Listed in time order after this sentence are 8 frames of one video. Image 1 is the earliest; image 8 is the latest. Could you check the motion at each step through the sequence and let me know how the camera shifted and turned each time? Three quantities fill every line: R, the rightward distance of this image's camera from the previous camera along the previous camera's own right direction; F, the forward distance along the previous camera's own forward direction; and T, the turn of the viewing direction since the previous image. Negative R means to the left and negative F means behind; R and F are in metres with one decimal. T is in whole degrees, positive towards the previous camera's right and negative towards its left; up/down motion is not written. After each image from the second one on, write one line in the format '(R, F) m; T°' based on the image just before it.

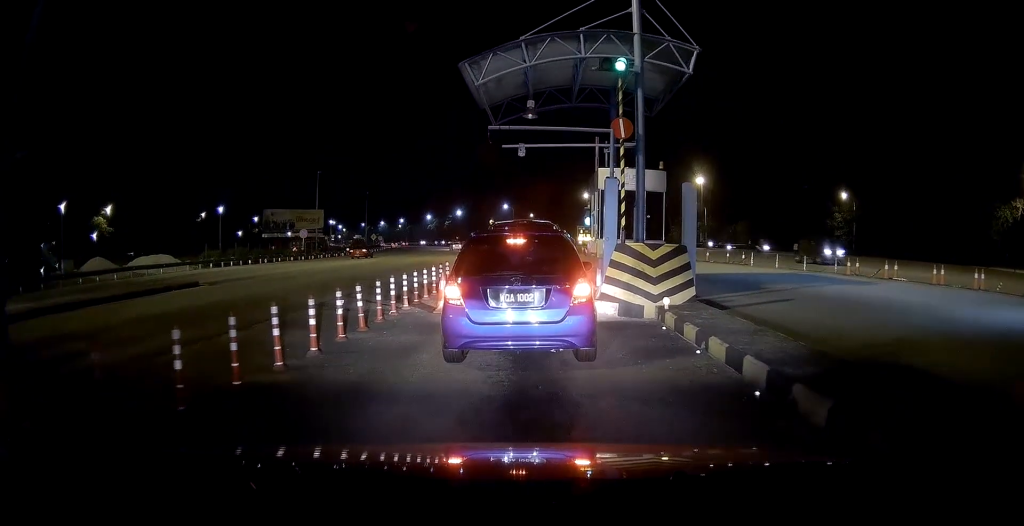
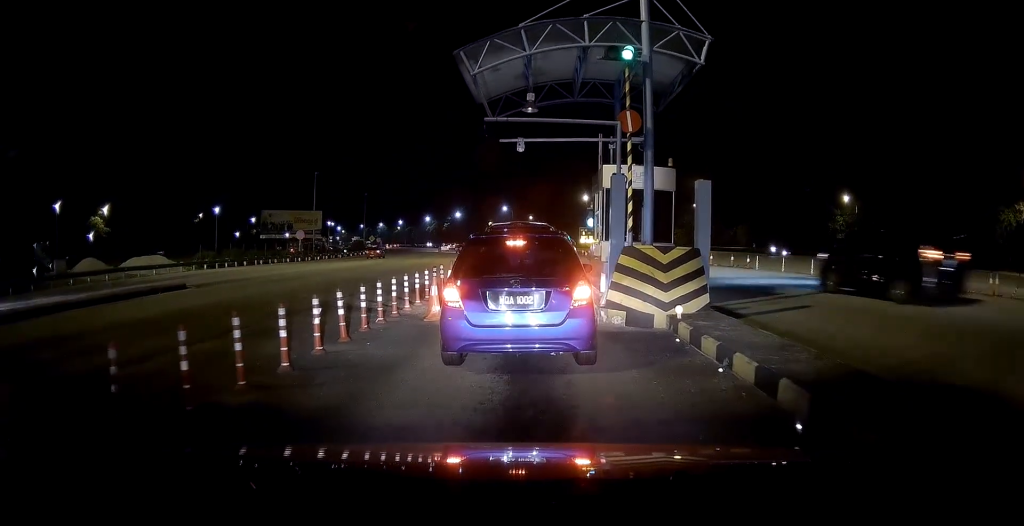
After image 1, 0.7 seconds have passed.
(0.0, +1.4) m; -1°
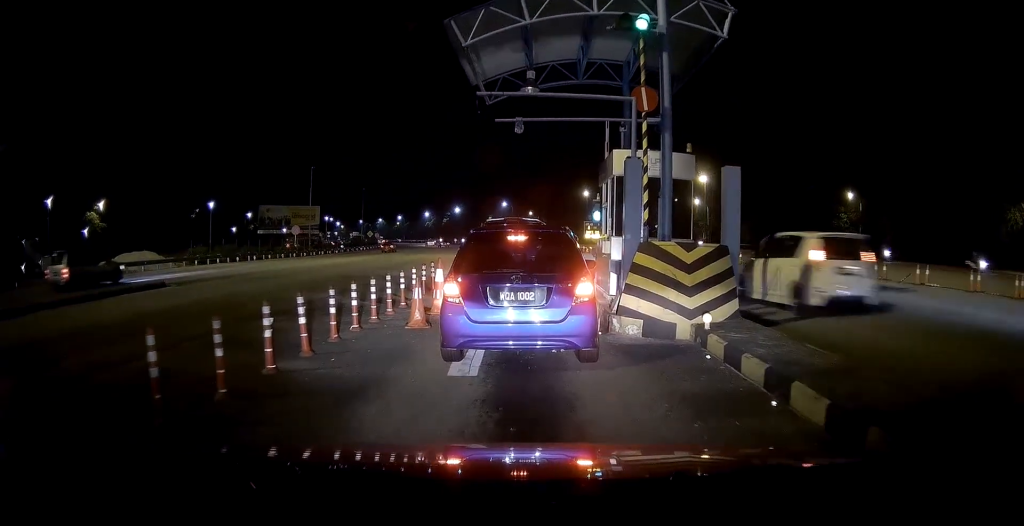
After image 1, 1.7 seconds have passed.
(0.0, +1.9) m; -1°
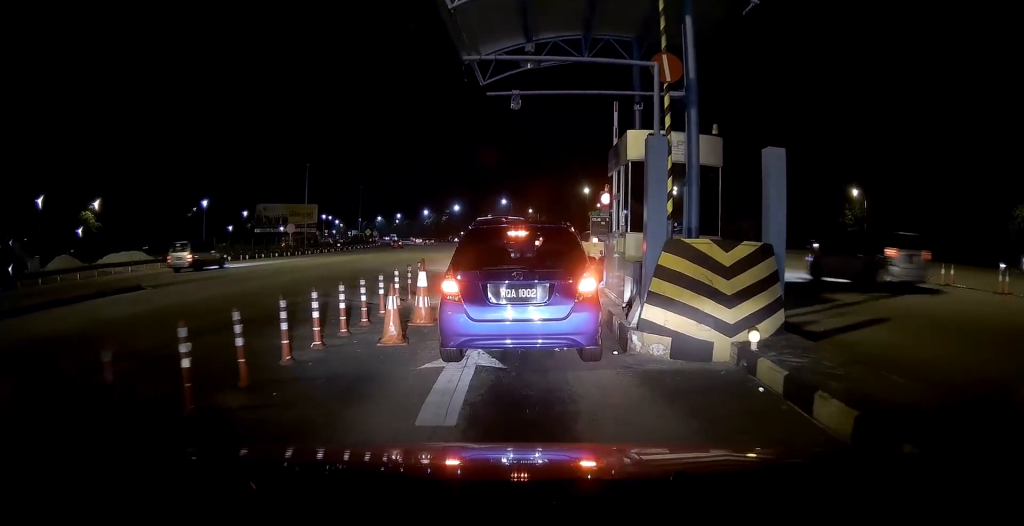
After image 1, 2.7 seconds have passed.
(0.0, +1.7) m; +2°
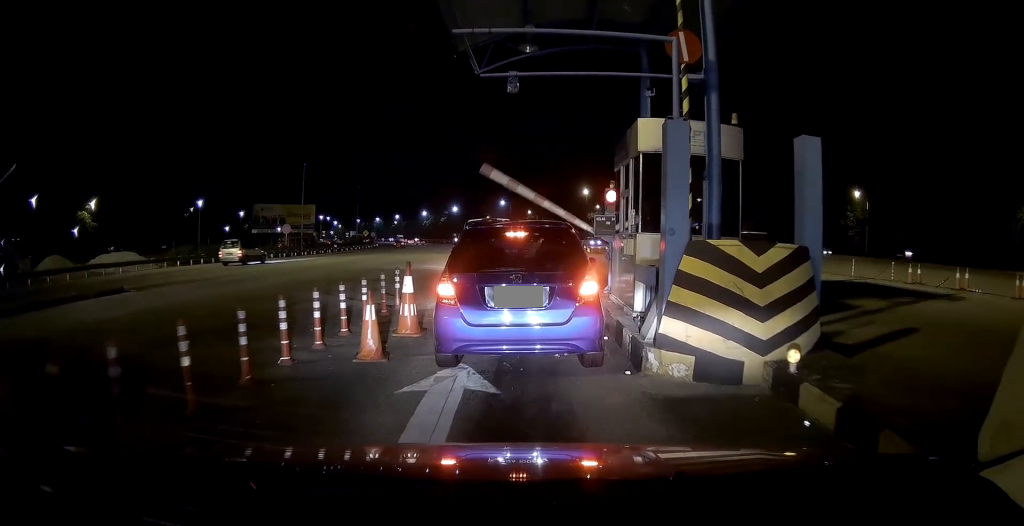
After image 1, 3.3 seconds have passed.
(0.0, +0.9) m; +1°
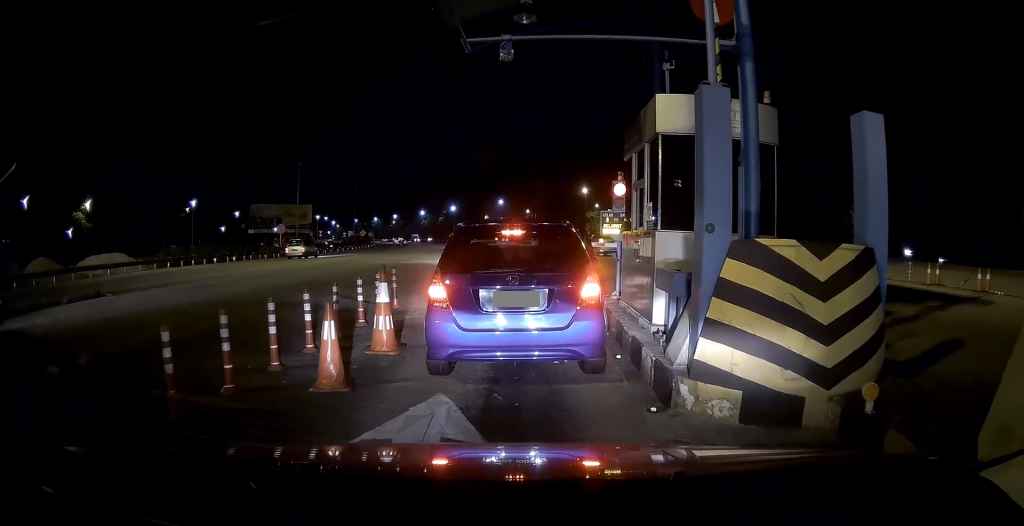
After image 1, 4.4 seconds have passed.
(+0.1, +1.4) m; 0°
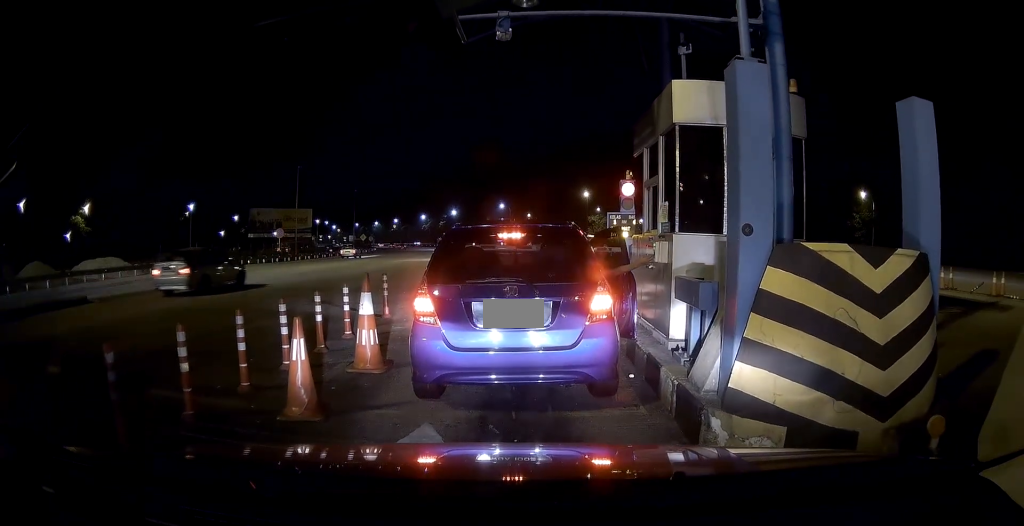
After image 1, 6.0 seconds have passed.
(+0.1, +1.4) m; 0°
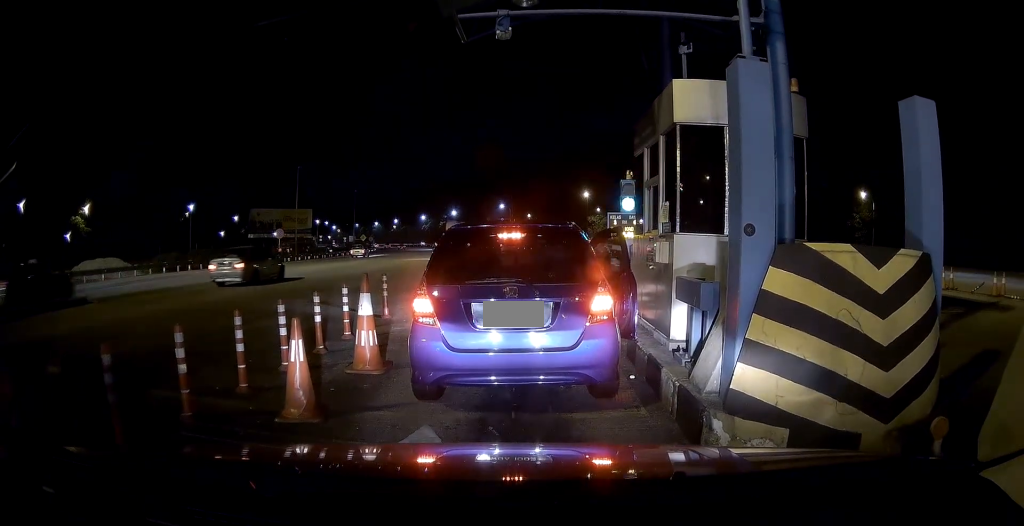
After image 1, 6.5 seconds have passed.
(-0.1, +0.2) m; 0°
